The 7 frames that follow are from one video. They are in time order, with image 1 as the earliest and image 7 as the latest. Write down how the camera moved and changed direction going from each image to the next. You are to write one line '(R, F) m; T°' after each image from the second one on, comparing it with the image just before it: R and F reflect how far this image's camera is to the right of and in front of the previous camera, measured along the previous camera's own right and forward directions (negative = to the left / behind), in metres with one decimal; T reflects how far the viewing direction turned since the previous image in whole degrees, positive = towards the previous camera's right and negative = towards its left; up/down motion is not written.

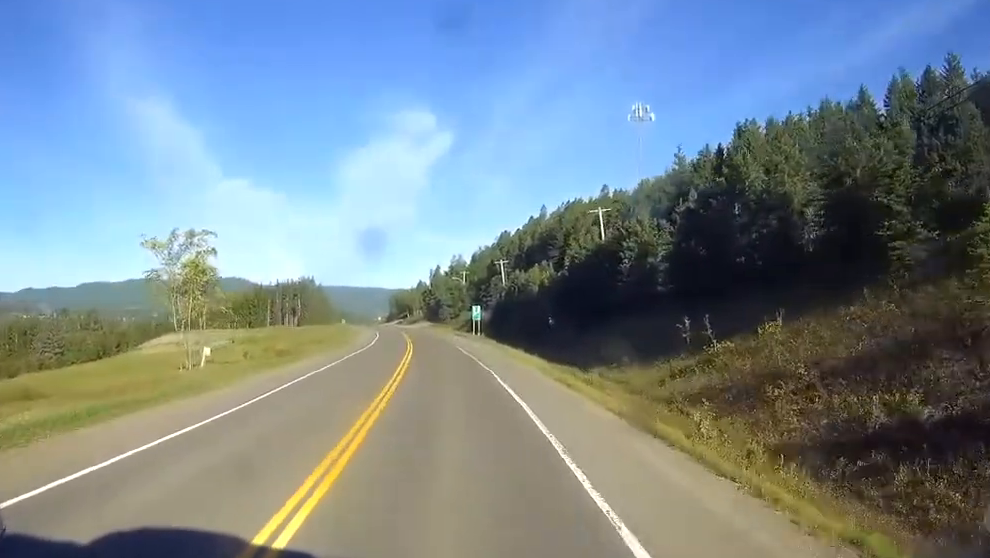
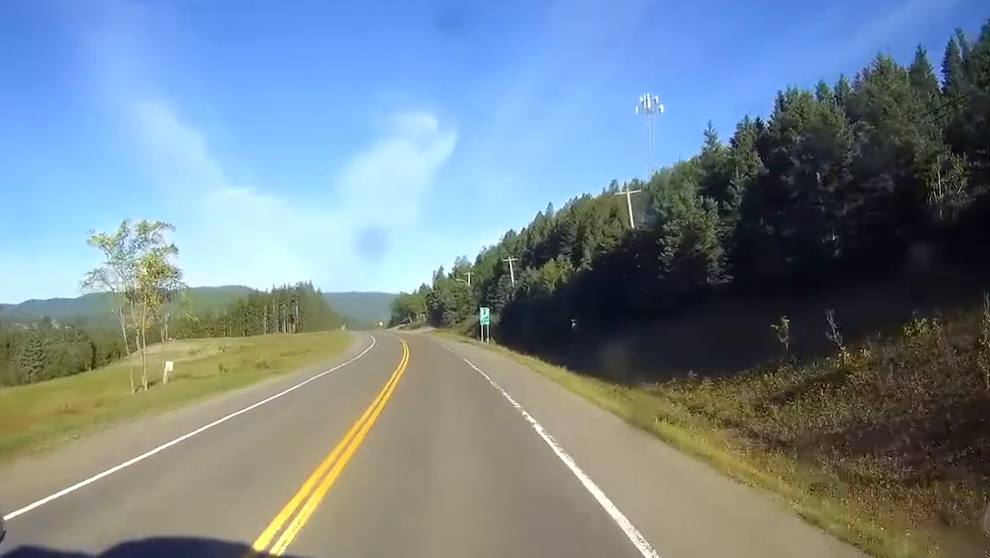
(0.0, +13.2) m; 0°
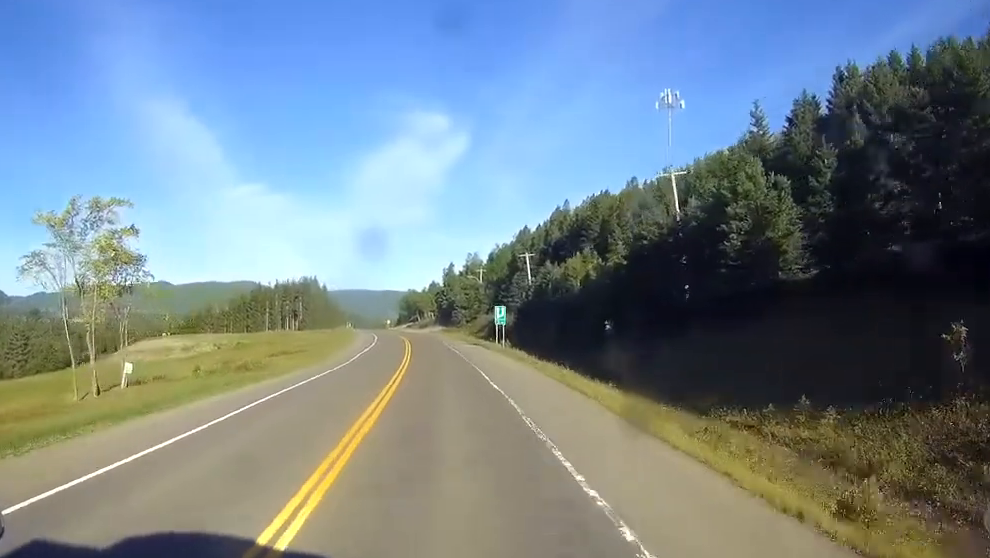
(-0.1, +11.7) m; -1°
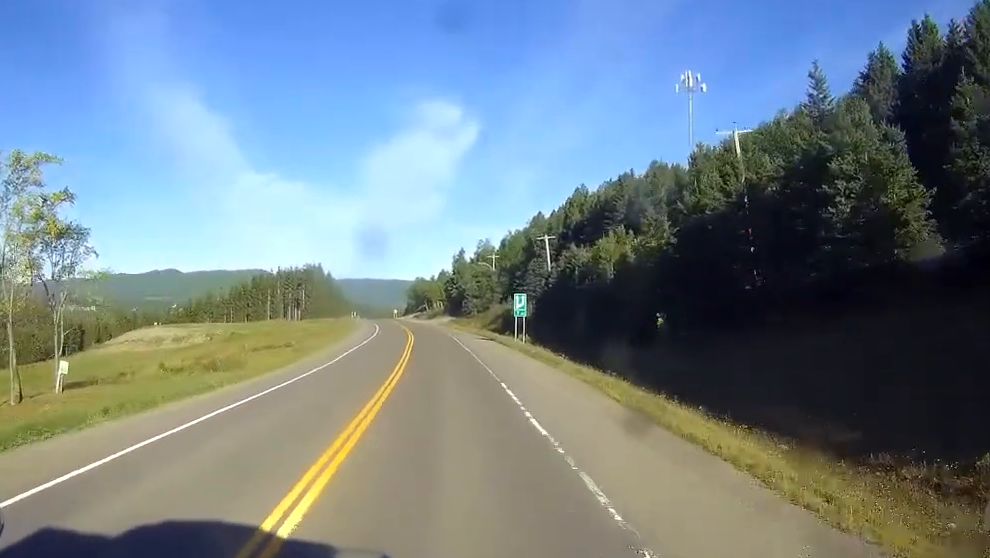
(0.0, +12.5) m; -1°
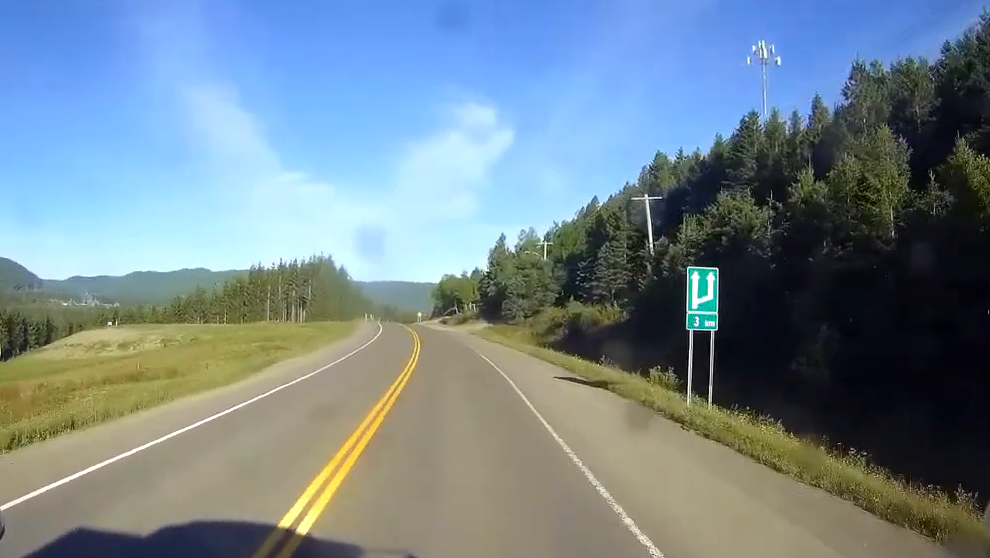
(-0.7, +42.4) m; -2°
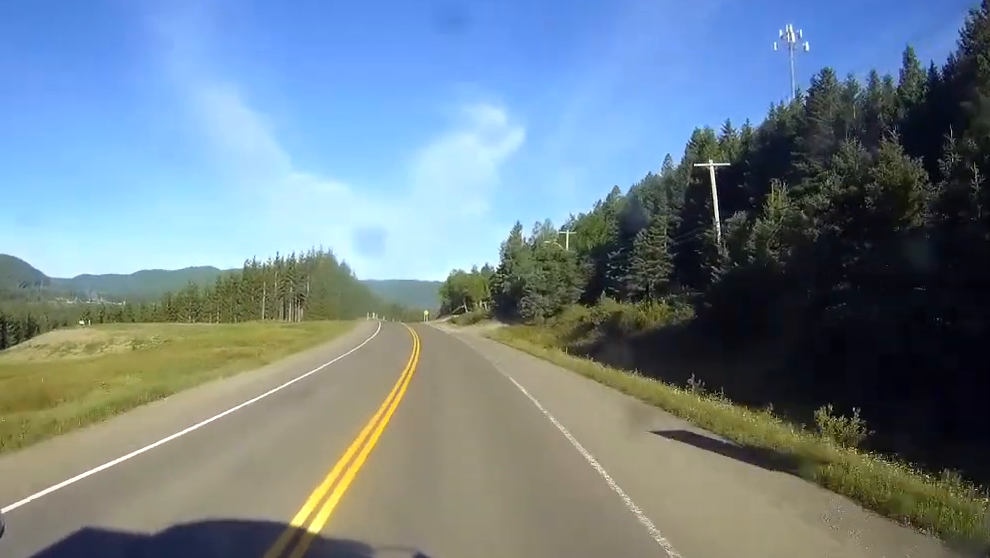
(-0.1, +15.5) m; -1°
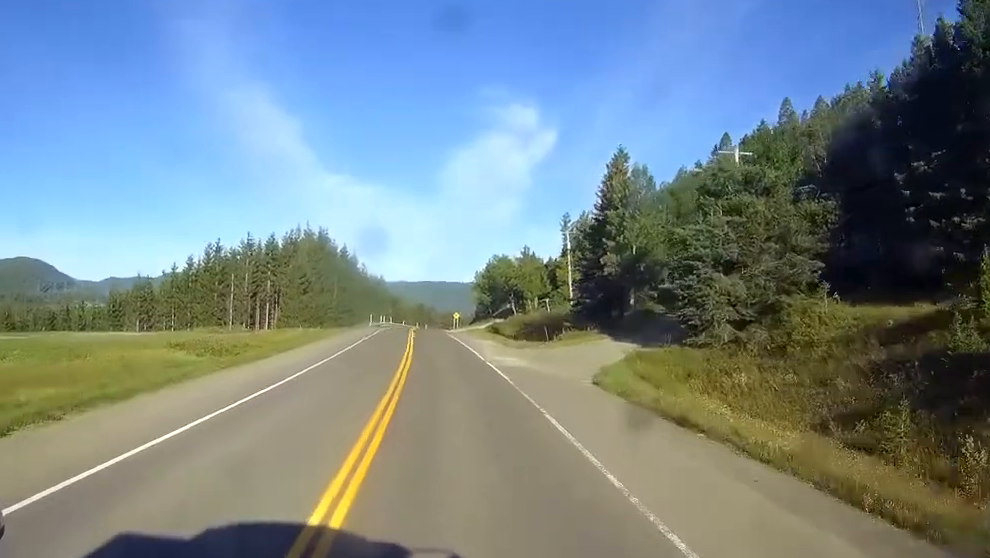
(-1.3, +58.8) m; -2°
